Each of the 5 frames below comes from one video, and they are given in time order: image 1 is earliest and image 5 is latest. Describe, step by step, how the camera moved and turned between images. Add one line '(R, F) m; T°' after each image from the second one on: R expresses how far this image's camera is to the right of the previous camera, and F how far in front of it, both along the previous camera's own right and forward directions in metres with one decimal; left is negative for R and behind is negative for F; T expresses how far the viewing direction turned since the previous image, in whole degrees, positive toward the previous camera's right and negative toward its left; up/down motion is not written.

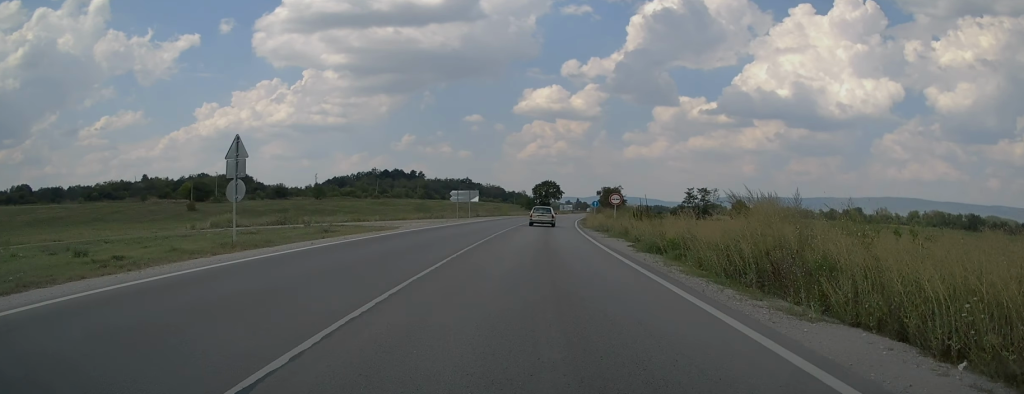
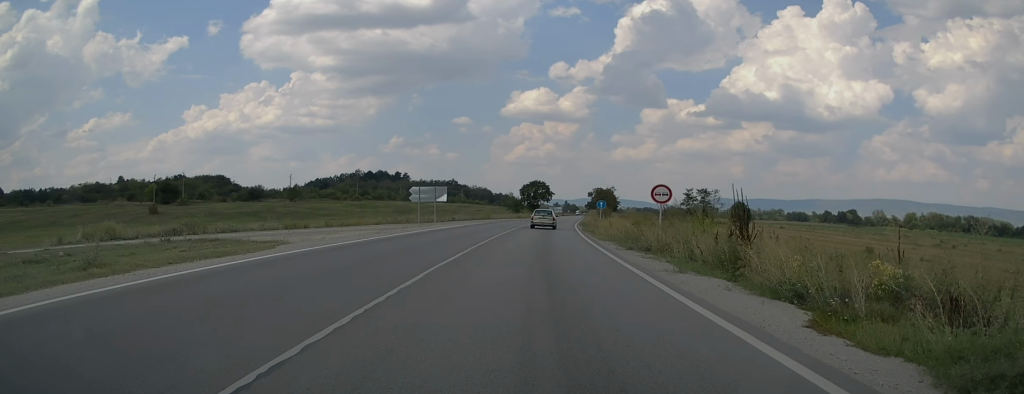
(0.0, +15.7) m; +1°
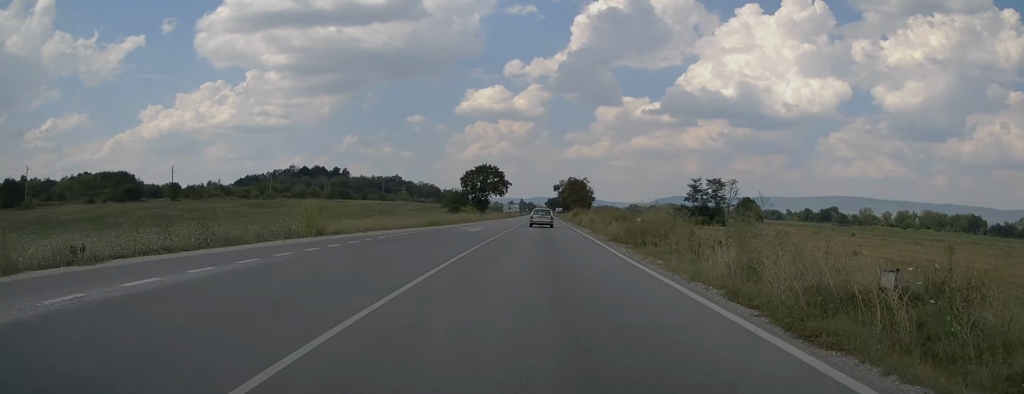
(+2.4, +59.1) m; +4°
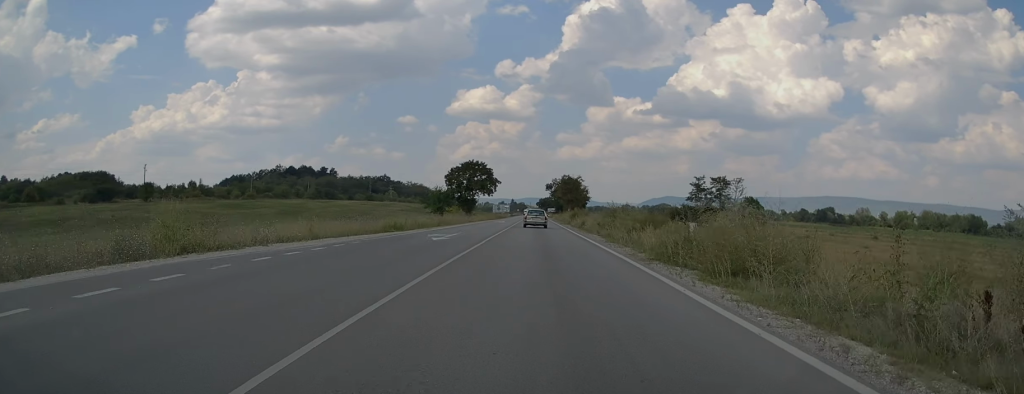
(0.0, +10.9) m; +1°
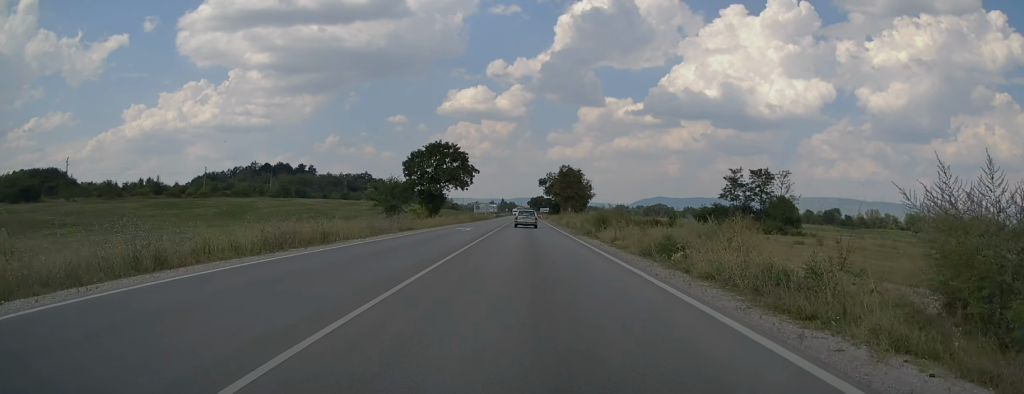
(+0.5, +32.1) m; +1°
